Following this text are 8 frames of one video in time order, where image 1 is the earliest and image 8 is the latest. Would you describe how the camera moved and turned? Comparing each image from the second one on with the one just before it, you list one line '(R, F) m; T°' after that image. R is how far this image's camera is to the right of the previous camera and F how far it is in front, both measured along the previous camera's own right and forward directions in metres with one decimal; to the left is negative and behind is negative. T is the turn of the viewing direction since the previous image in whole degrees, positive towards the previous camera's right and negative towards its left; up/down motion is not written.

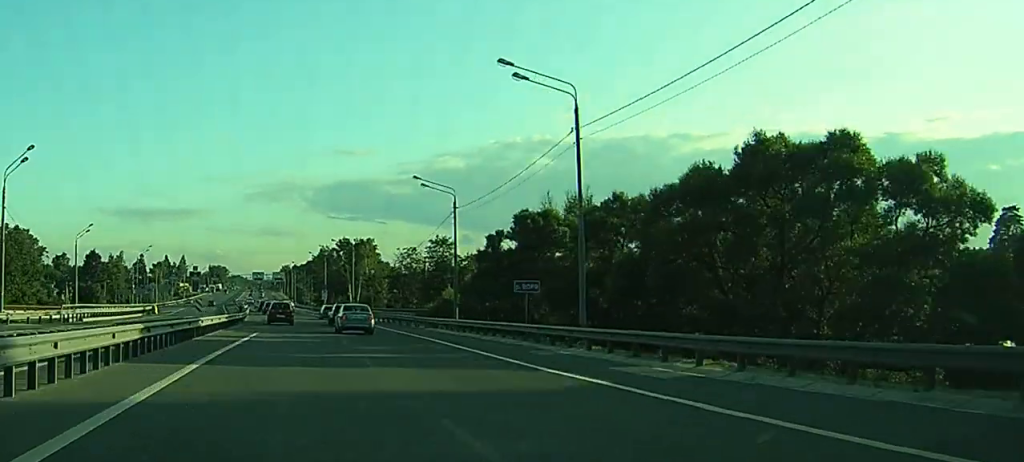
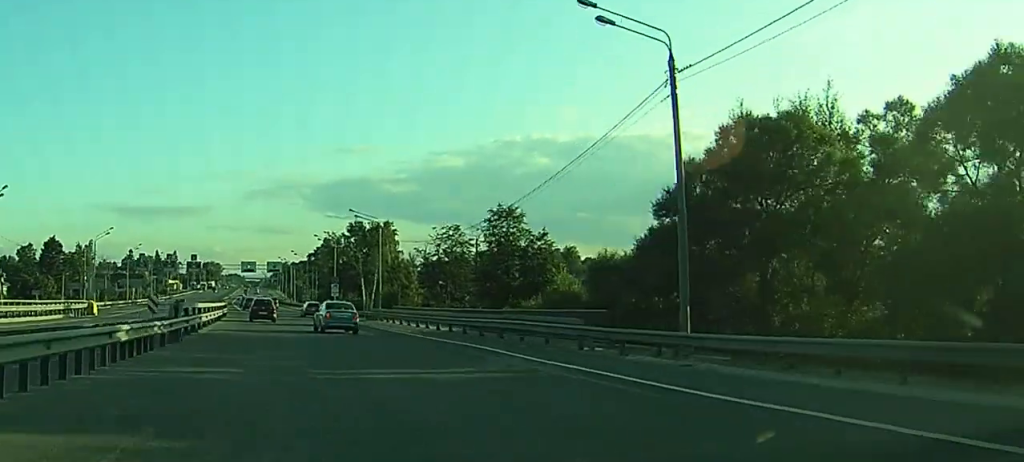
(+0.1, +35.6) m; 0°
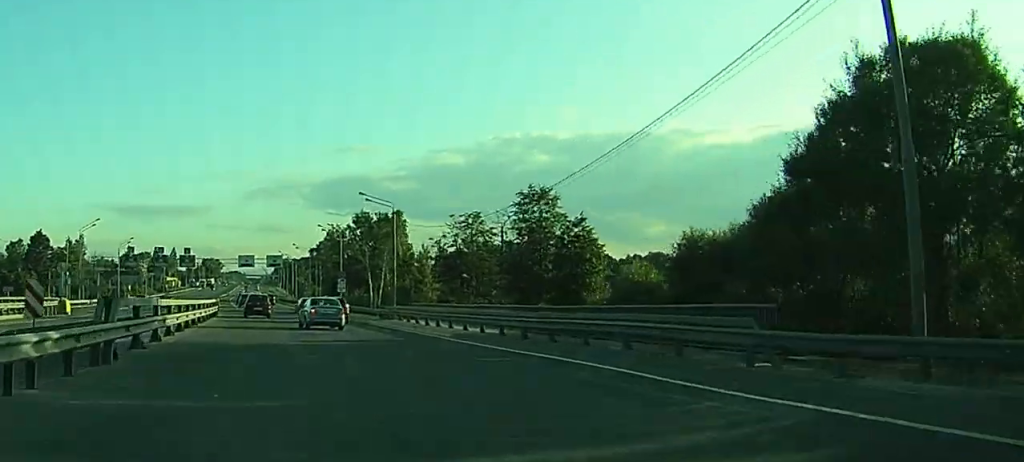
(-0.1, +10.4) m; 0°
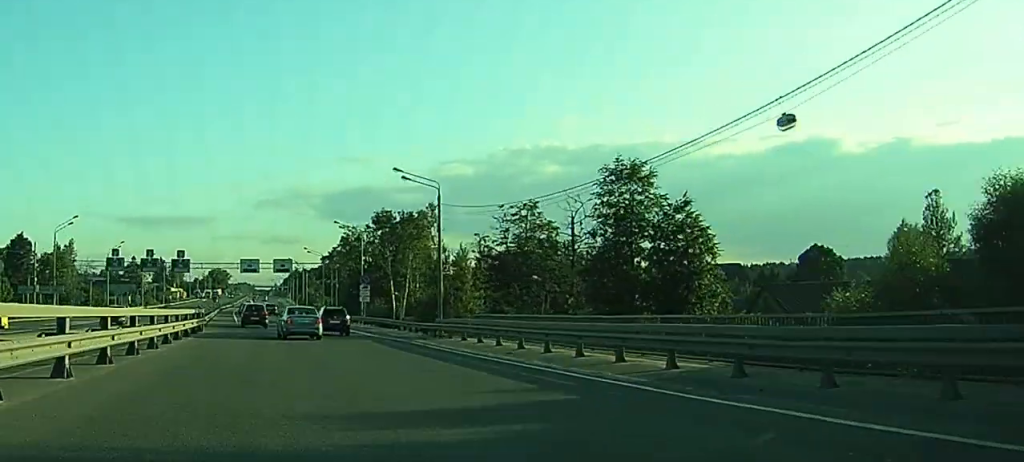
(0.0, +17.9) m; -1°
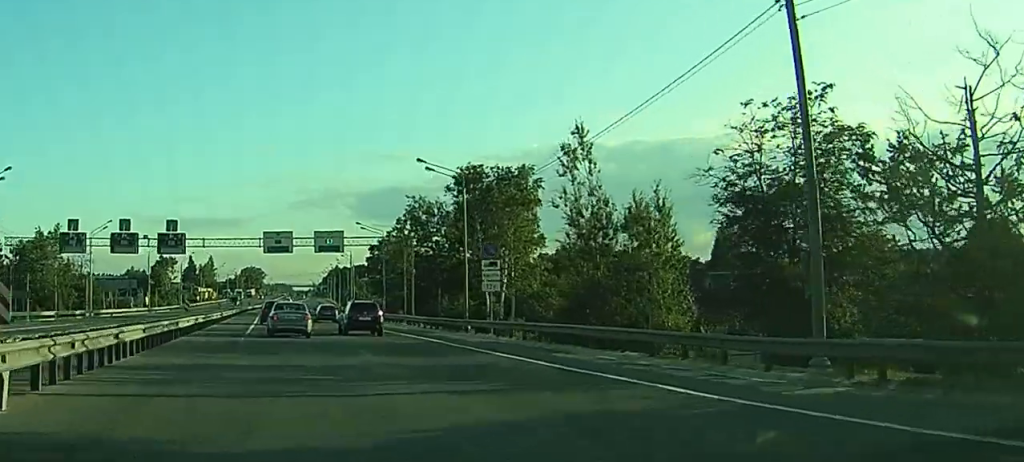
(-1.7, +37.7) m; -4°
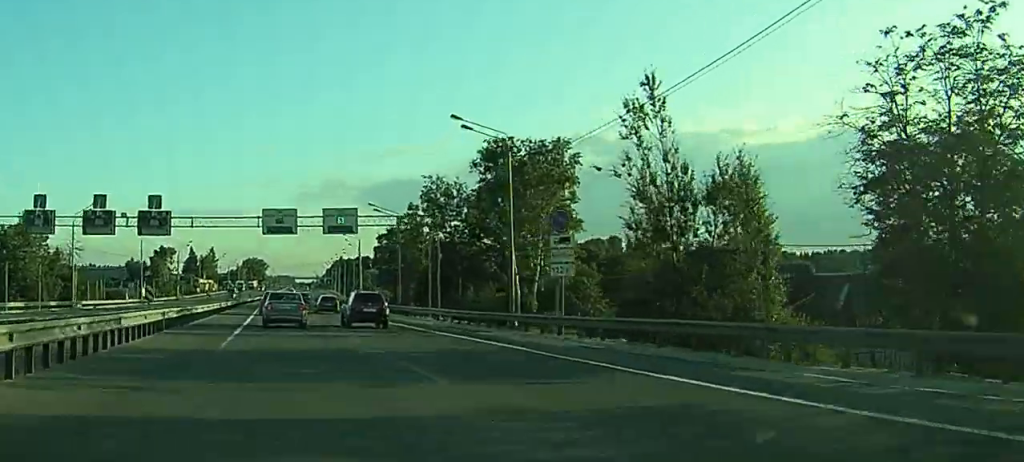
(+0.2, +10.7) m; 0°
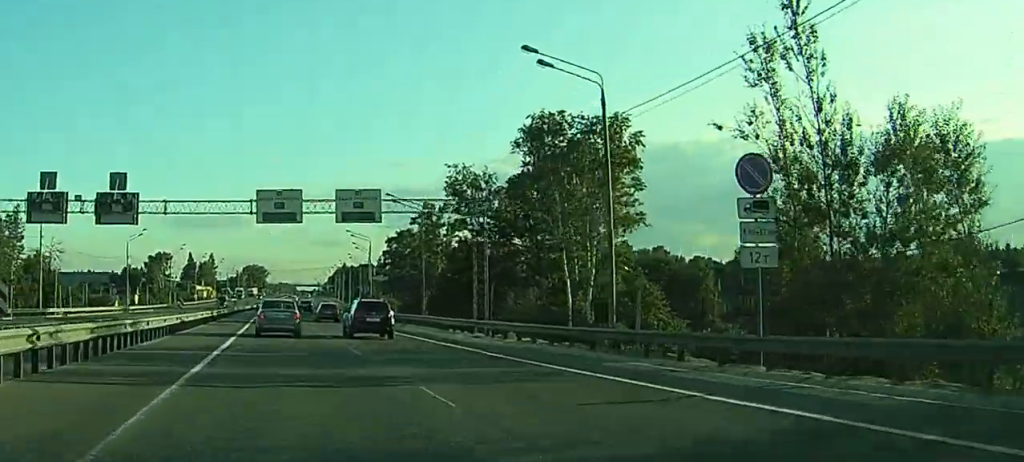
(+0.2, +13.8) m; 0°
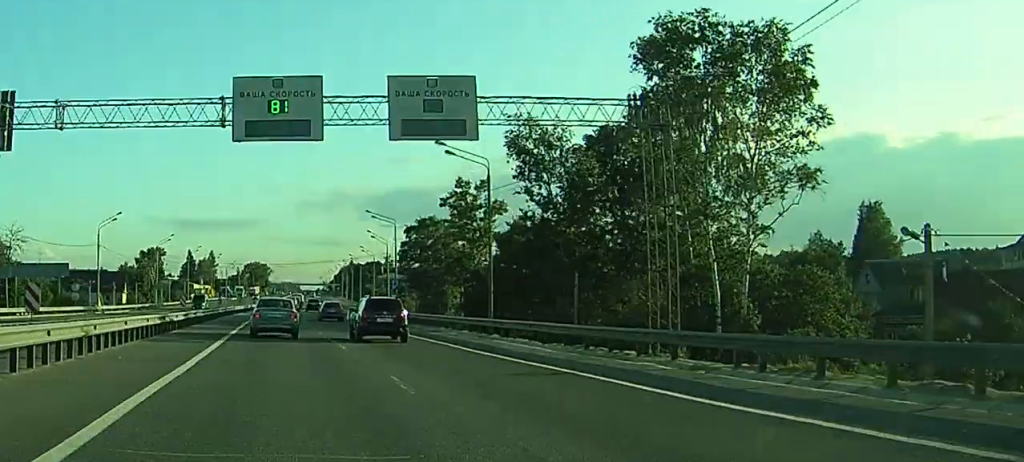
(-0.2, +22.2) m; 0°
